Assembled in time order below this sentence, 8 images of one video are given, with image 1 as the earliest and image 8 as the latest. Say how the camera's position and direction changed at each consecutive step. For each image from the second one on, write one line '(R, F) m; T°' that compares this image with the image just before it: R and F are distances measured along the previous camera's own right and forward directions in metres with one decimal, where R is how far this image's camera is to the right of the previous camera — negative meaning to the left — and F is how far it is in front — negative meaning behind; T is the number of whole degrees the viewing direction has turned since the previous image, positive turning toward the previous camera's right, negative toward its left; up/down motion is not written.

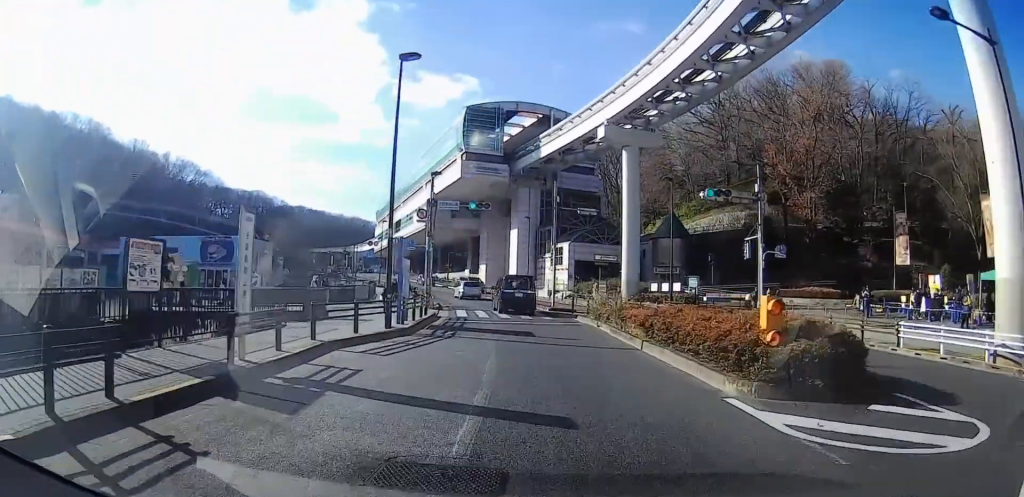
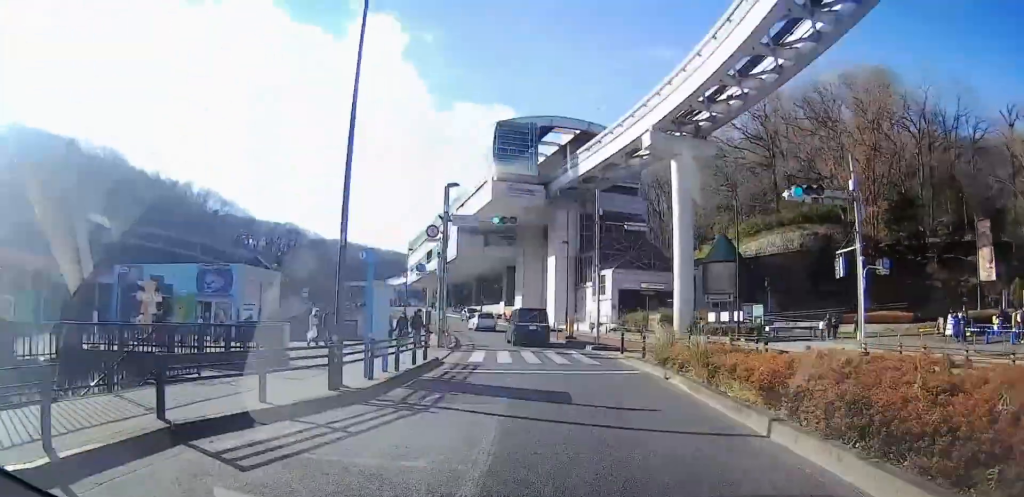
(0.0, +7.1) m; -2°
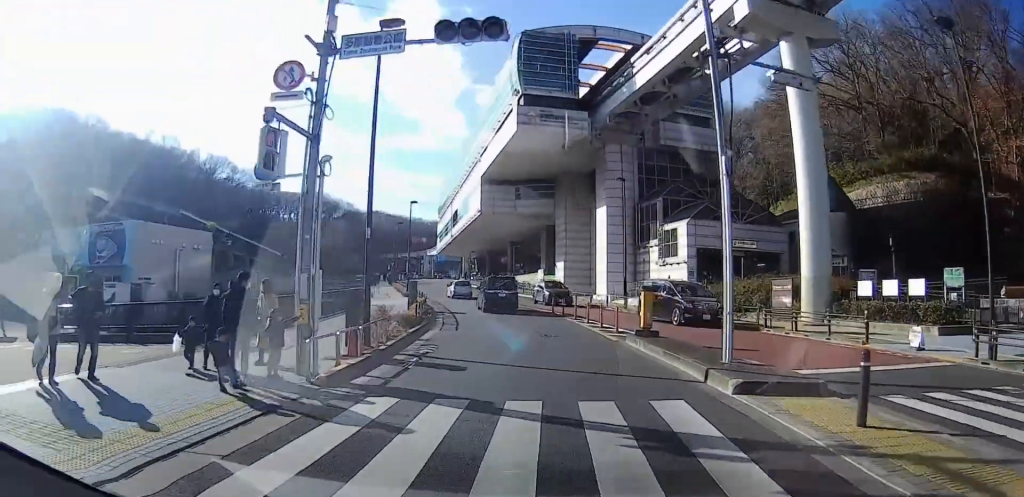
(-2.7, +15.5) m; -25°
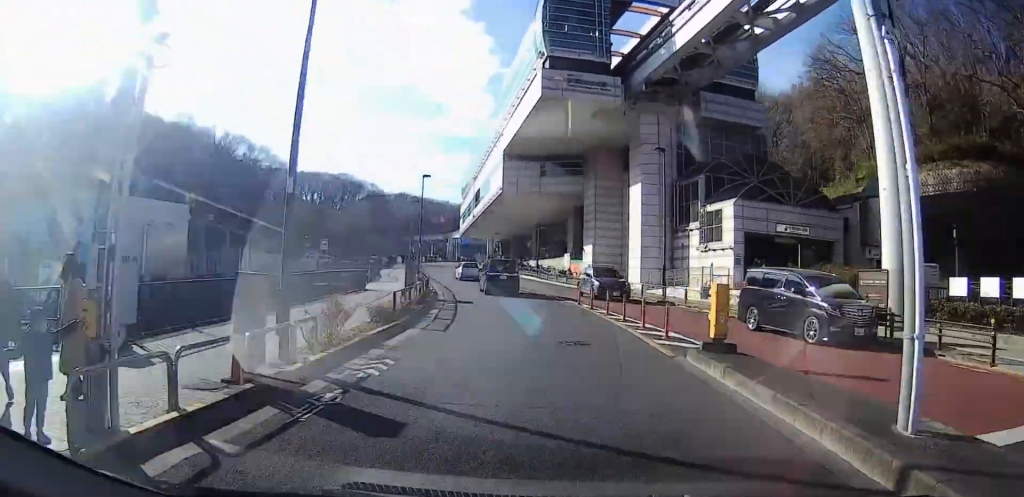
(-0.4, +4.9) m; -4°
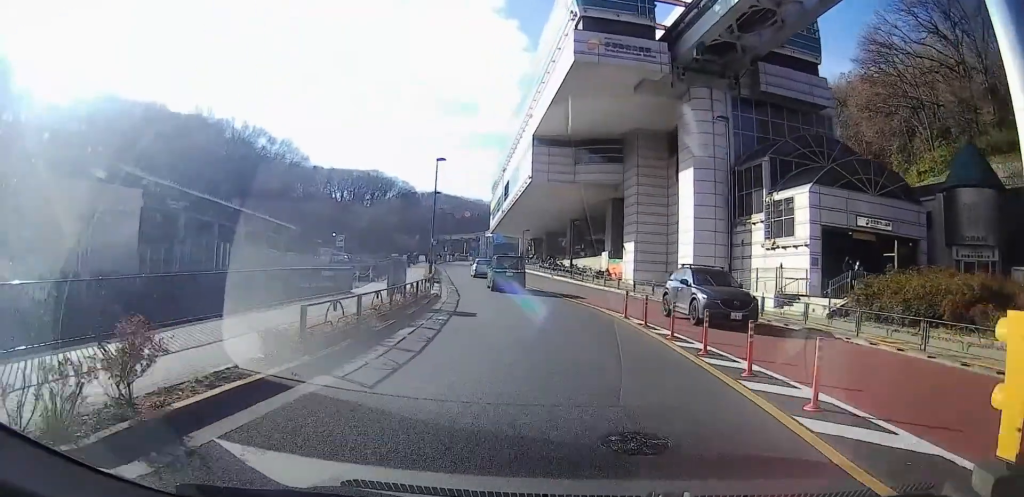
(-1.2, +7.3) m; +4°
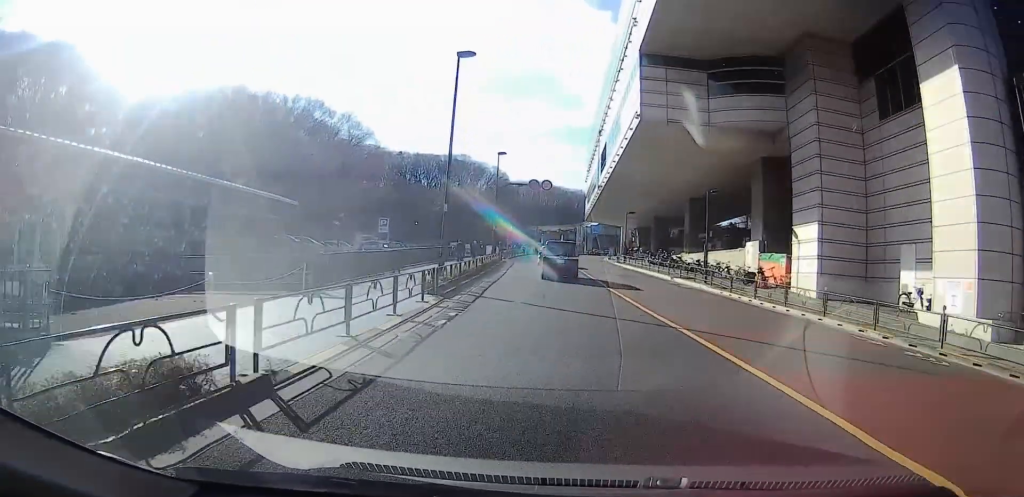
(+4.2, +19.0) m; +14°
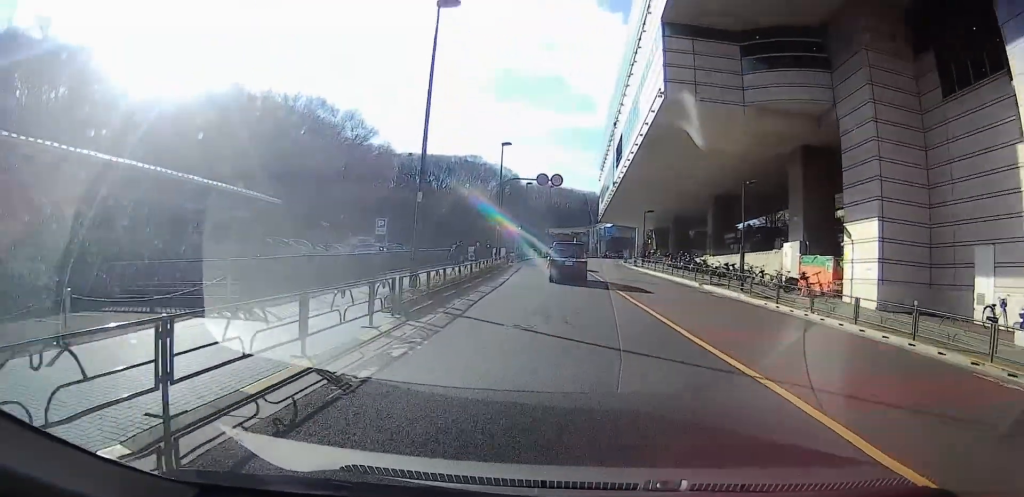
(0.0, +4.1) m; -1°
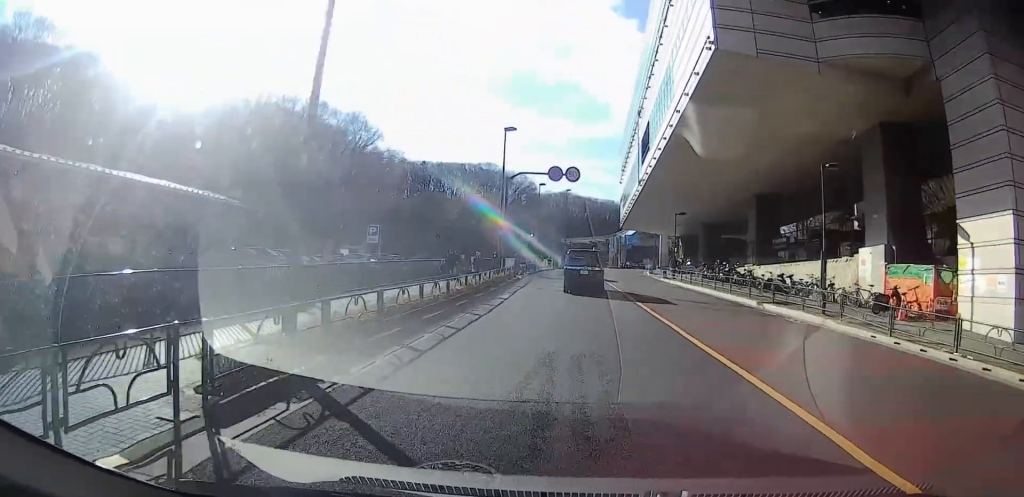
(+0.1, +6.3) m; -7°
